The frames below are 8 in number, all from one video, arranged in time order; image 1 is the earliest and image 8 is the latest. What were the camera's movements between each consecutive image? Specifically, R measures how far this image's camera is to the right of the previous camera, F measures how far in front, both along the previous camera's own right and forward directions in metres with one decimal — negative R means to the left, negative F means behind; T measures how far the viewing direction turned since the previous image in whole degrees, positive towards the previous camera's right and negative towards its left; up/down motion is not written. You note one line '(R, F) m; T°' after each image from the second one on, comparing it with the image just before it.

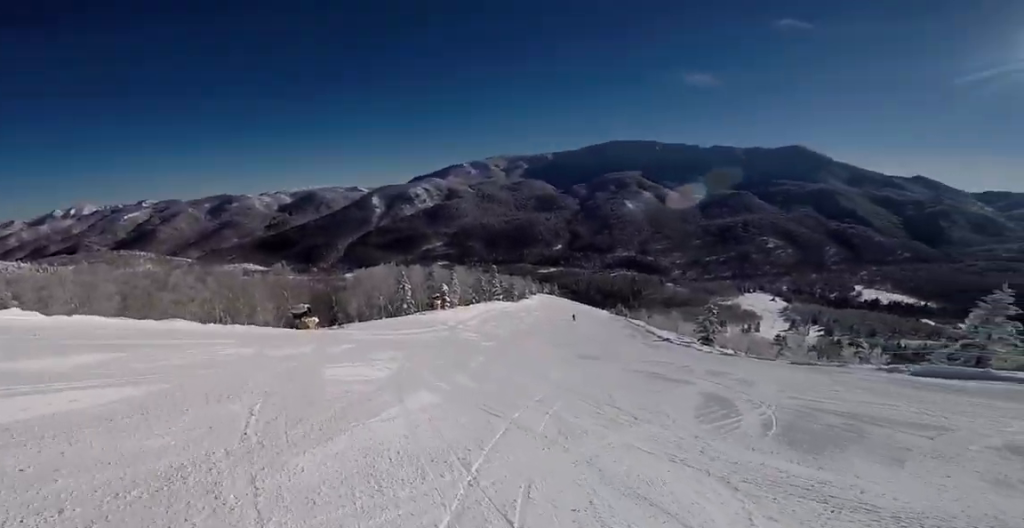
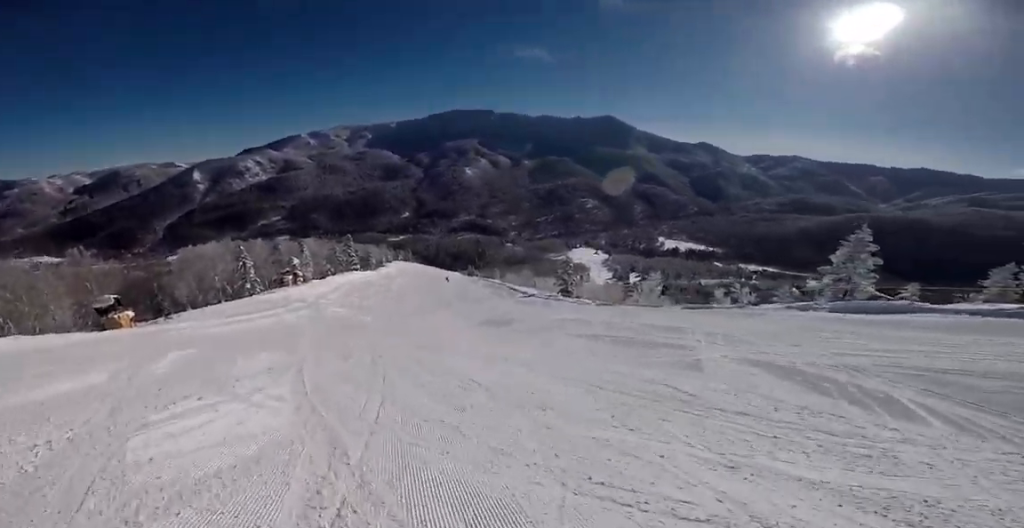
(+1.3, +5.9) m; +22°
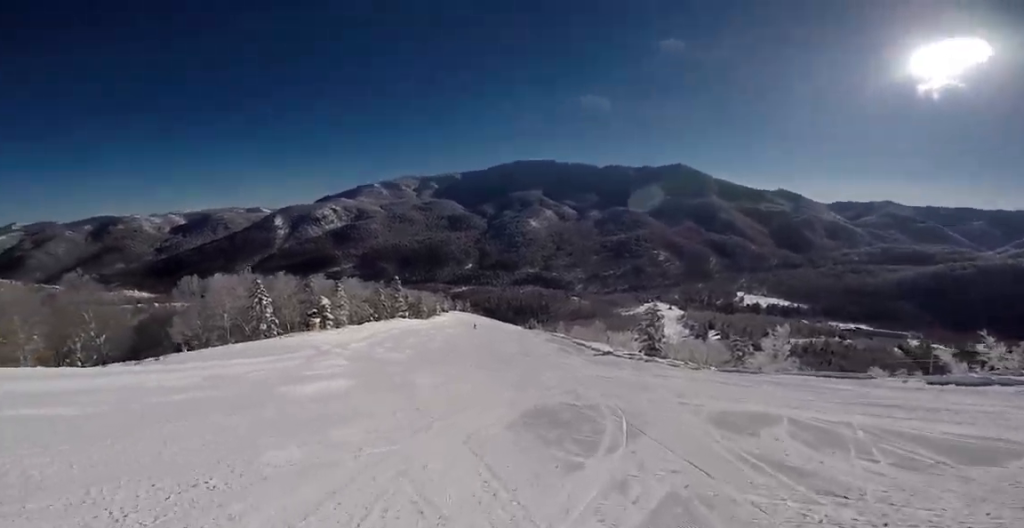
(-0.2, +13.3) m; -18°
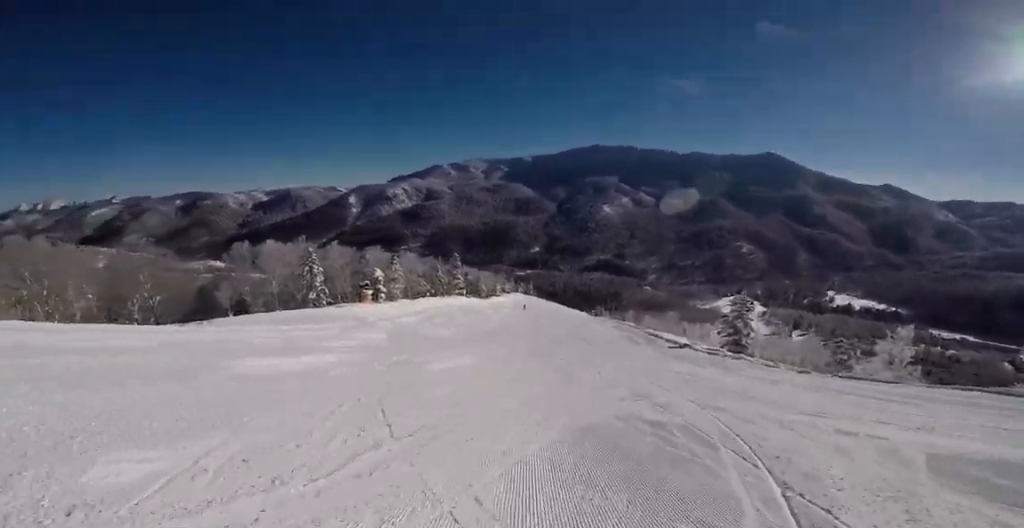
(-0.7, +4.2) m; -8°
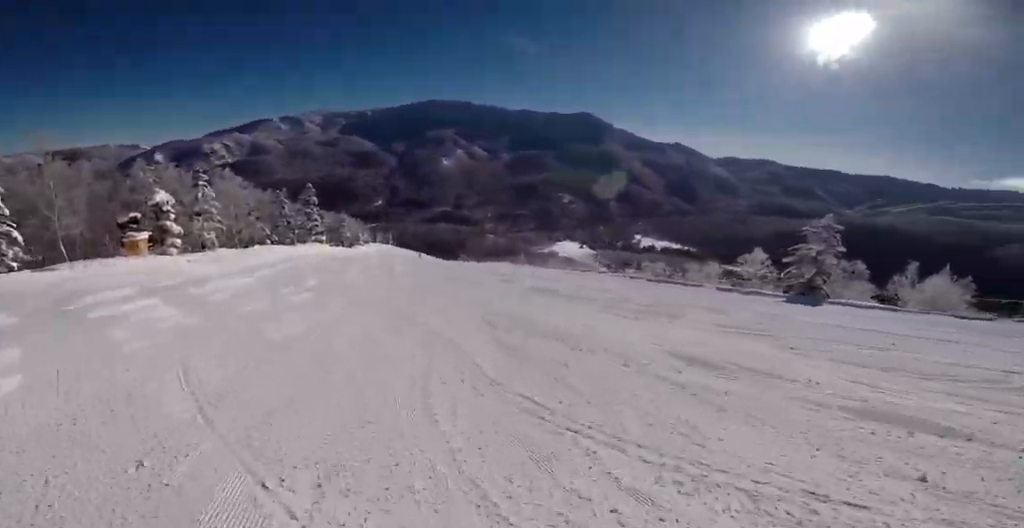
(+7.2, +27.2) m; +25°
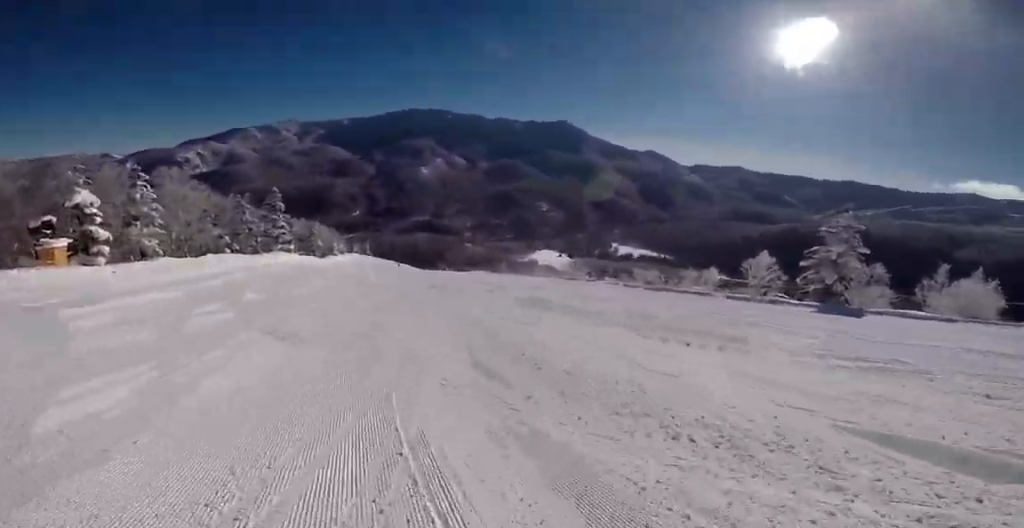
(+0.3, +4.2) m; +2°
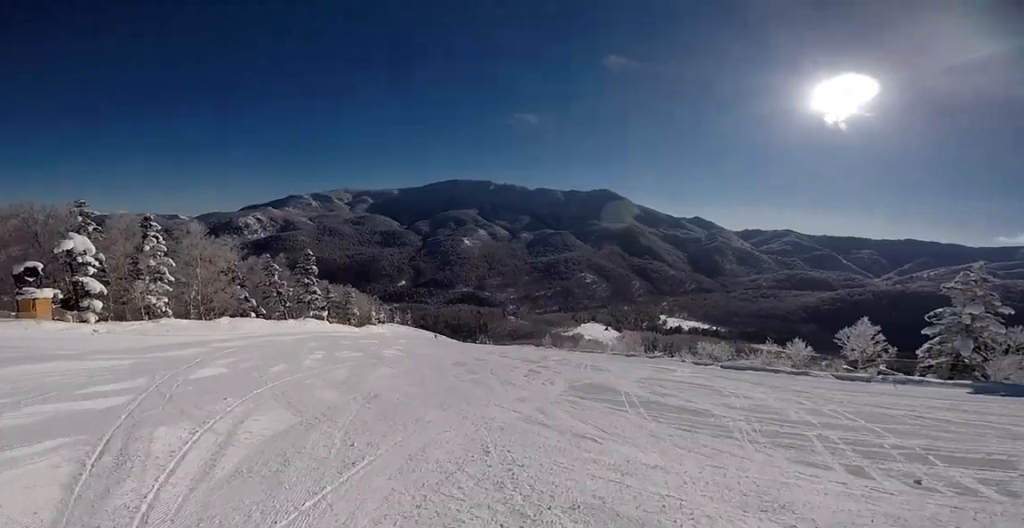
(+0.2, +4.7) m; +1°
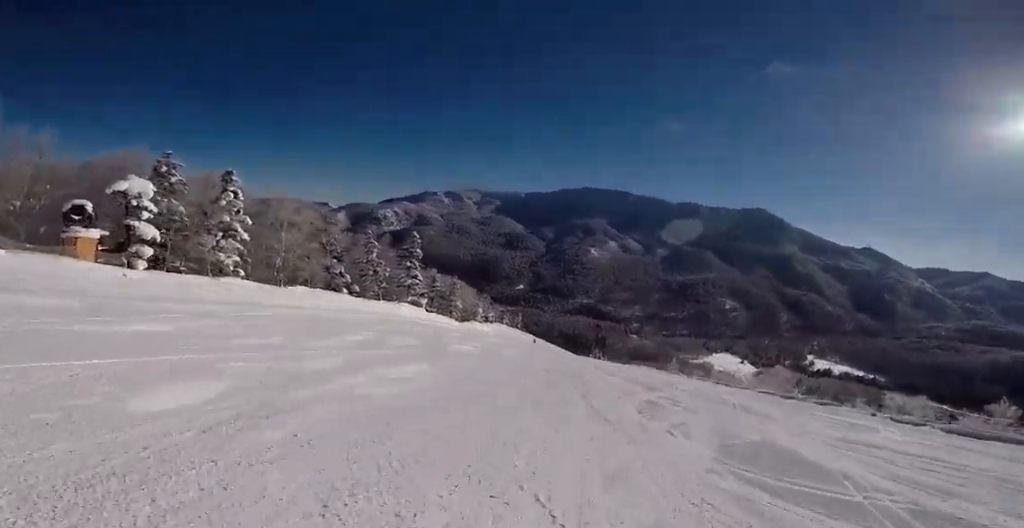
(+0.1, +6.2) m; -8°
